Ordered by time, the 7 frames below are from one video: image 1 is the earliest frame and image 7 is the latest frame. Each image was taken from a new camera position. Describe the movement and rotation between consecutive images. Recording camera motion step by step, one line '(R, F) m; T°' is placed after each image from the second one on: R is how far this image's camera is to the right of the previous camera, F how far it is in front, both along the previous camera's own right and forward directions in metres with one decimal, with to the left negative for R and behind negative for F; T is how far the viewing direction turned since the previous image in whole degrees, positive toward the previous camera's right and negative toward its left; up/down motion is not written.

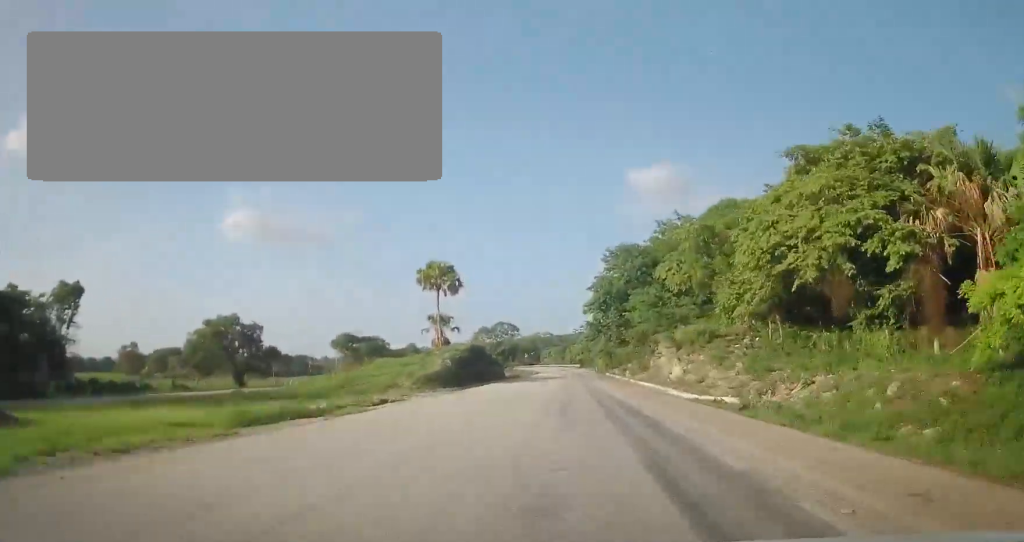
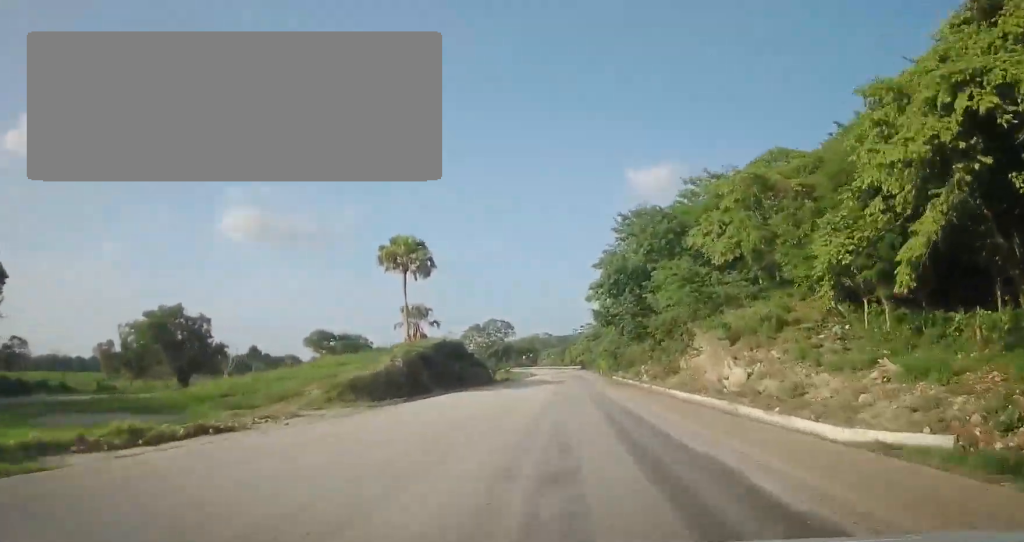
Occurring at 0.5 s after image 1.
(0.0, +14.5) m; 0°
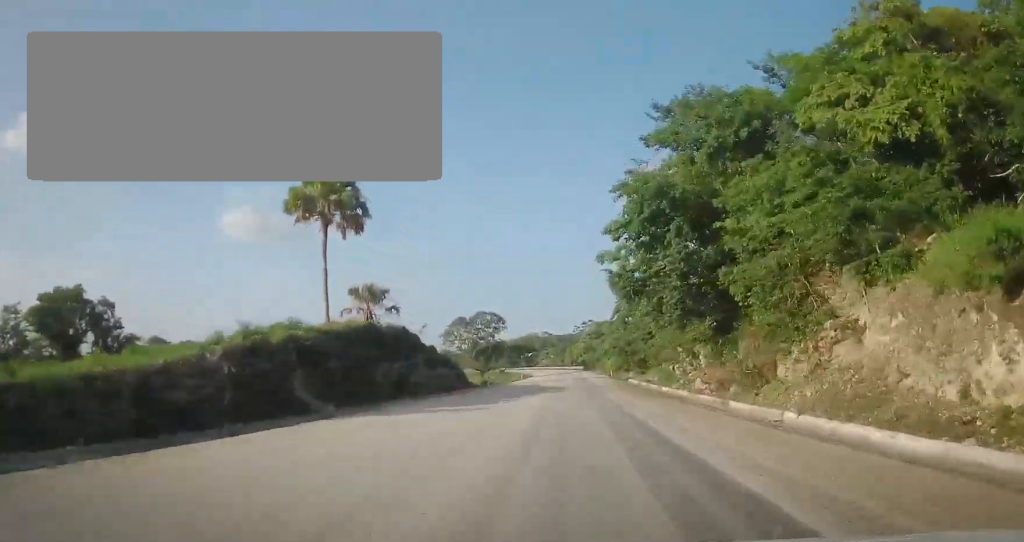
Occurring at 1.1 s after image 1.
(+0.3, +19.4) m; 0°
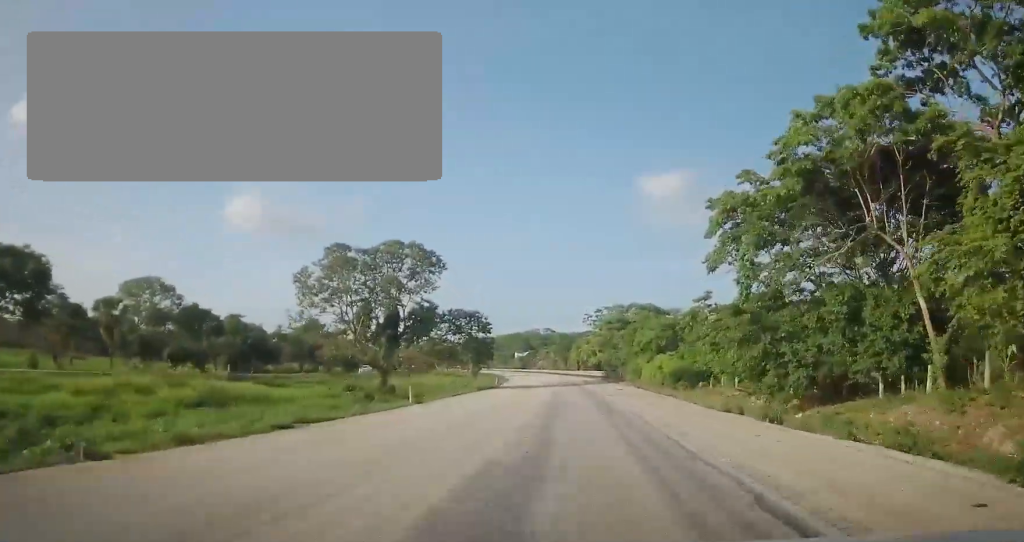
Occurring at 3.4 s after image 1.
(-1.5, +64.9) m; 0°
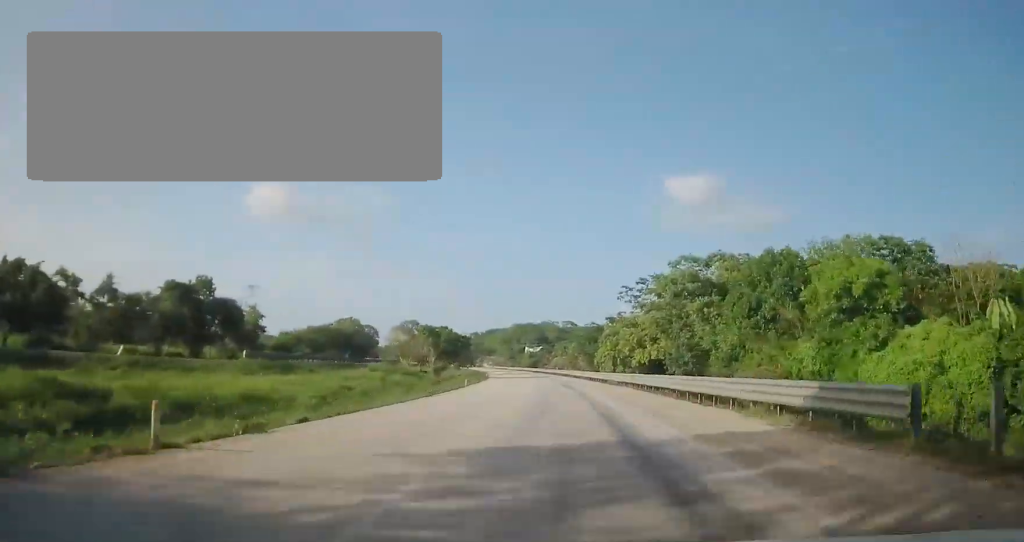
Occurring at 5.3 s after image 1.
(-0.2, +54.3) m; -3°
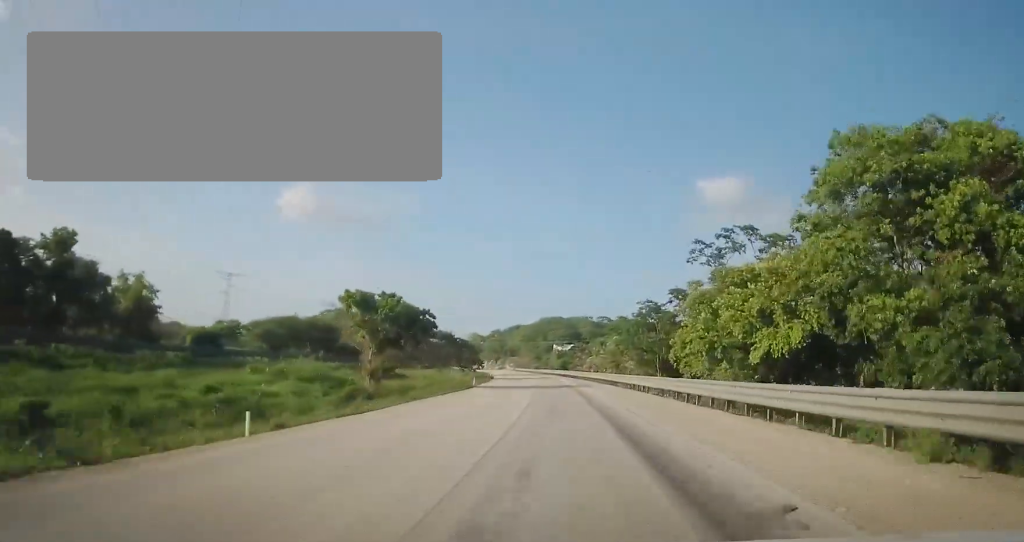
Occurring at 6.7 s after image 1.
(-1.0, +36.8) m; -3°
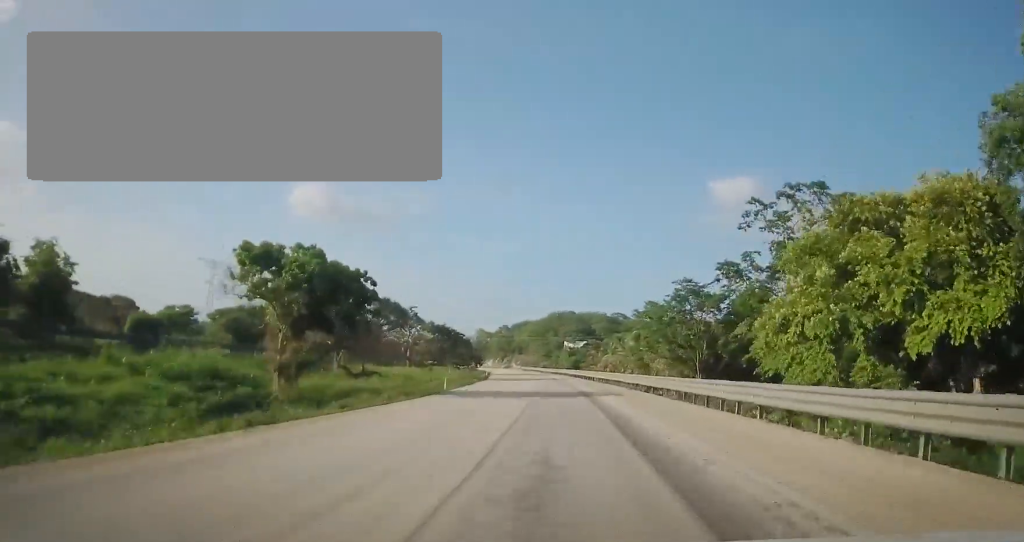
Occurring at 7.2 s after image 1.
(-0.2, +16.2) m; -1°
